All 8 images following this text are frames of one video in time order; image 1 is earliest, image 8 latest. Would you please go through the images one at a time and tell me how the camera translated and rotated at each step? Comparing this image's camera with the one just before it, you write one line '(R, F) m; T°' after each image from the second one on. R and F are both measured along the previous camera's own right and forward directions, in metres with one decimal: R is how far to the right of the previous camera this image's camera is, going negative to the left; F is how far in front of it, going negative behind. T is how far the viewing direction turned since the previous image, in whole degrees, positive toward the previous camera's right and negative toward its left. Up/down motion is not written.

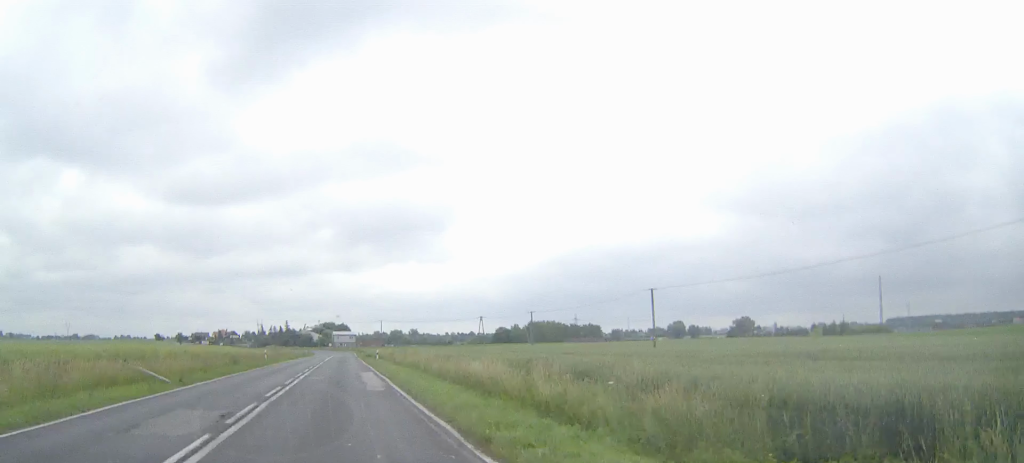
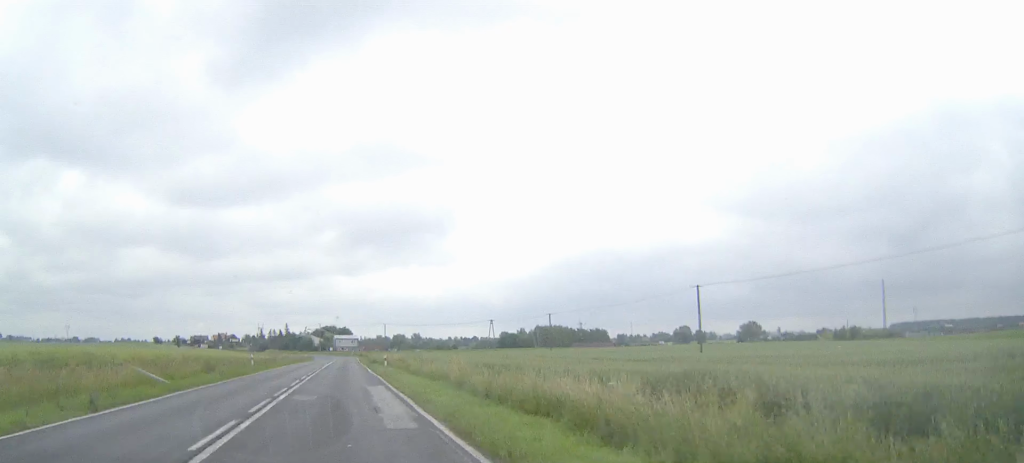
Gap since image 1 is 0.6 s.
(+0.1, +9.2) m; 0°
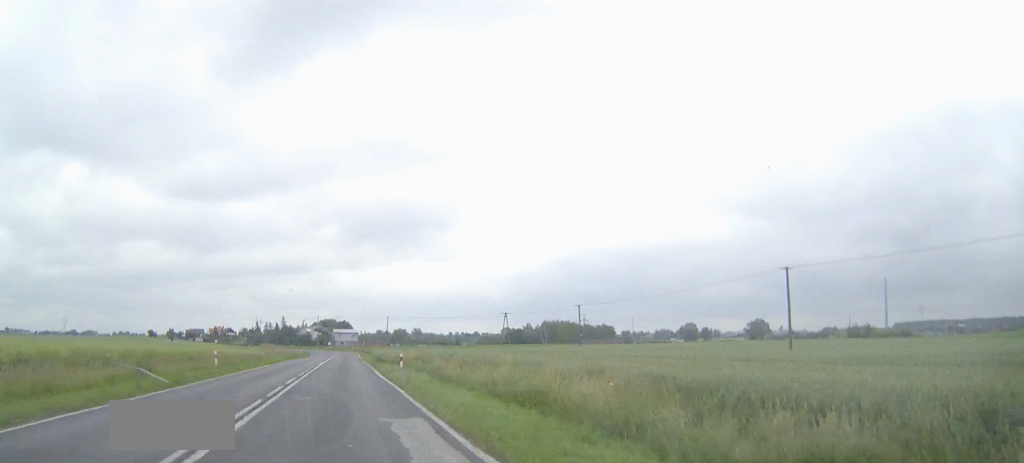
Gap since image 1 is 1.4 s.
(0.0, +13.8) m; 0°
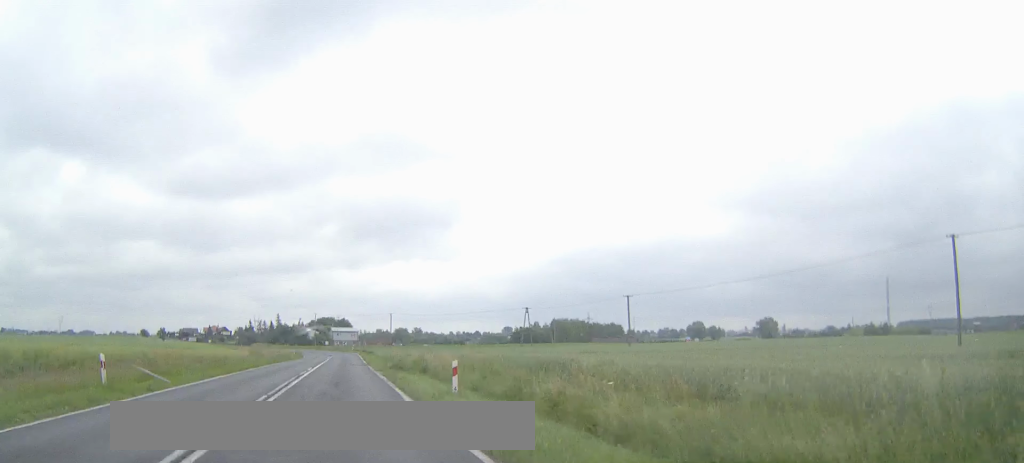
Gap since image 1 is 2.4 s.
(0.0, +17.1) m; 0°
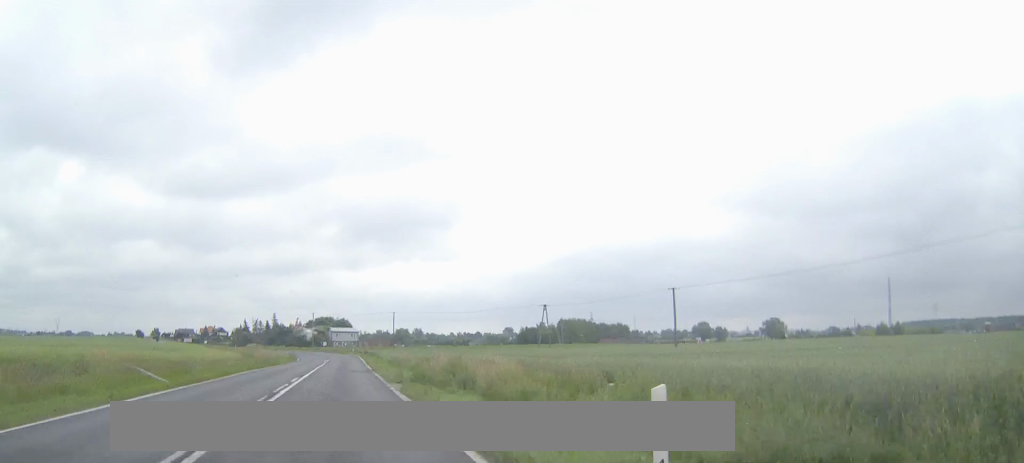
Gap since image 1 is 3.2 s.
(0.0, +11.8) m; 0°
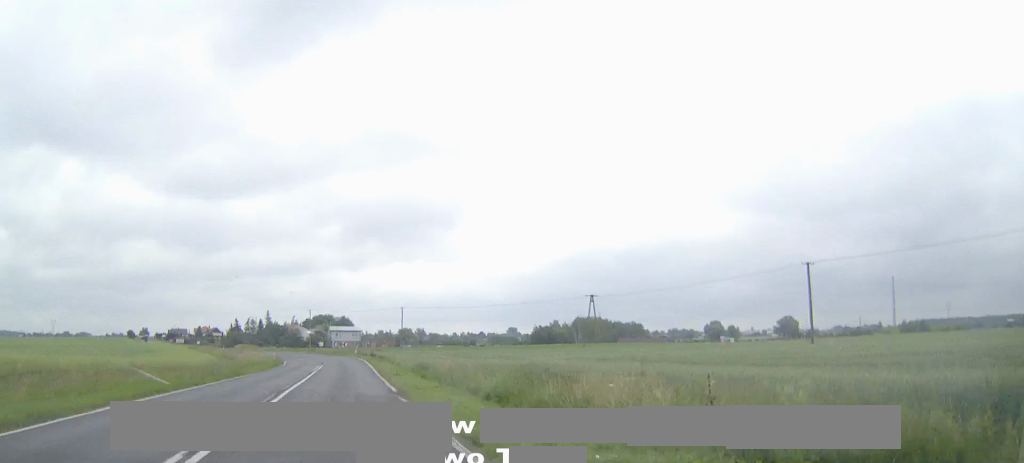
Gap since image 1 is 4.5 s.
(0.0, +21.5) m; 0°
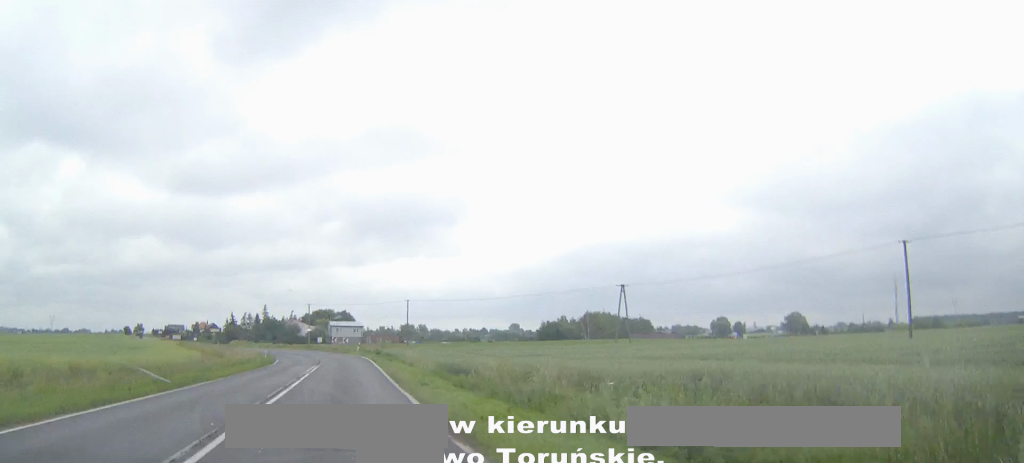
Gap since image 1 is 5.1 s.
(0.0, +10.3) m; 0°
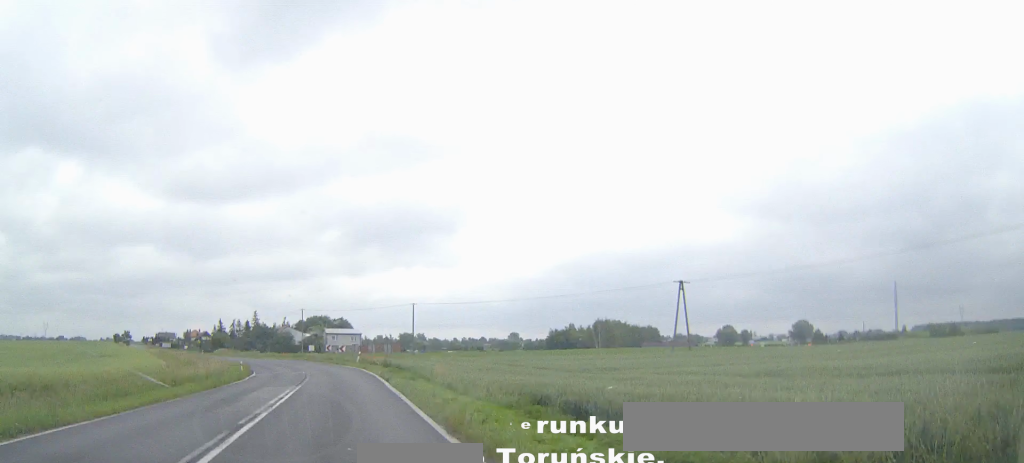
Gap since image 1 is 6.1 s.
(0.0, +16.0) m; 0°
